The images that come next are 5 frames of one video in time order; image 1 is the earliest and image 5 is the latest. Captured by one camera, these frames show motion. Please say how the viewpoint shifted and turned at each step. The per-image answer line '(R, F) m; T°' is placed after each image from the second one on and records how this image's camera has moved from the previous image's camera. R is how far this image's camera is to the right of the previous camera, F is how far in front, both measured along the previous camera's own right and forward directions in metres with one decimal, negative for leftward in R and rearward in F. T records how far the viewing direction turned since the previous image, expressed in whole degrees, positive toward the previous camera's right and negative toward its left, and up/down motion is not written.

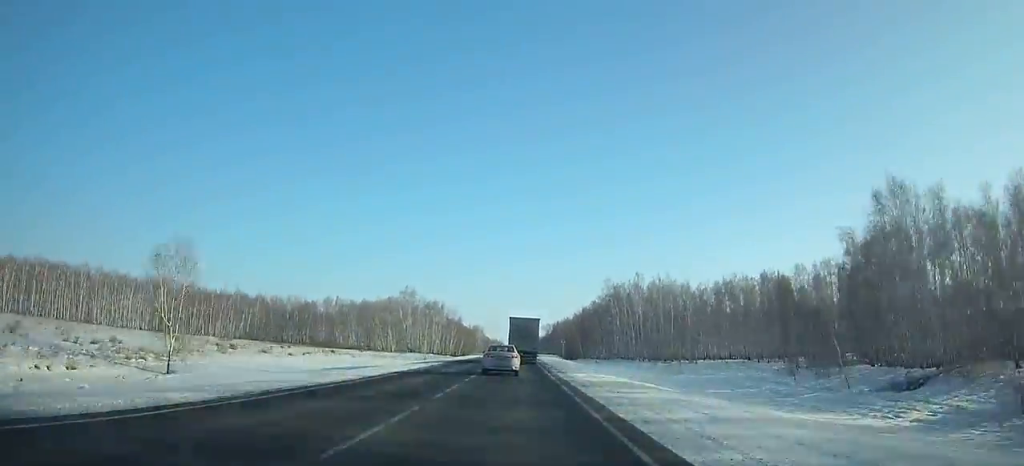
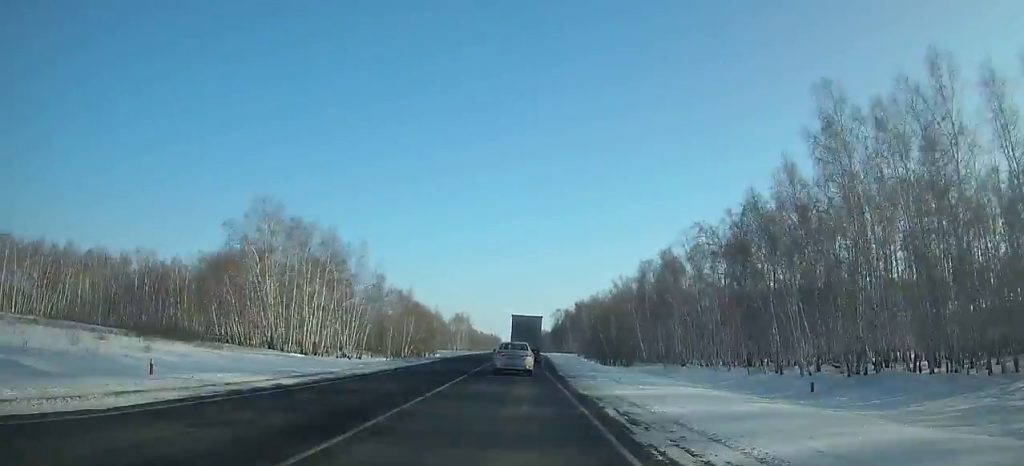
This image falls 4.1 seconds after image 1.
(+0.1, +94.3) m; 0°
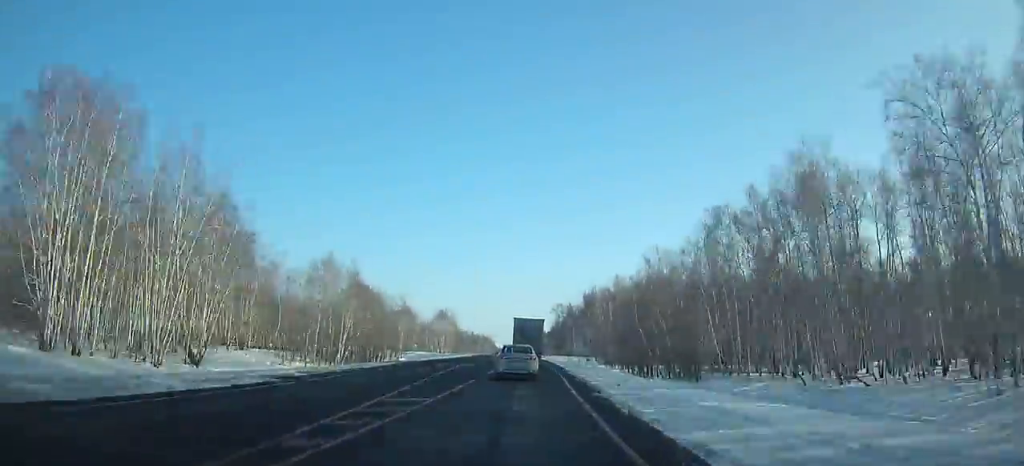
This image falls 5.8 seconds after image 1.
(0.0, +38.3) m; 0°
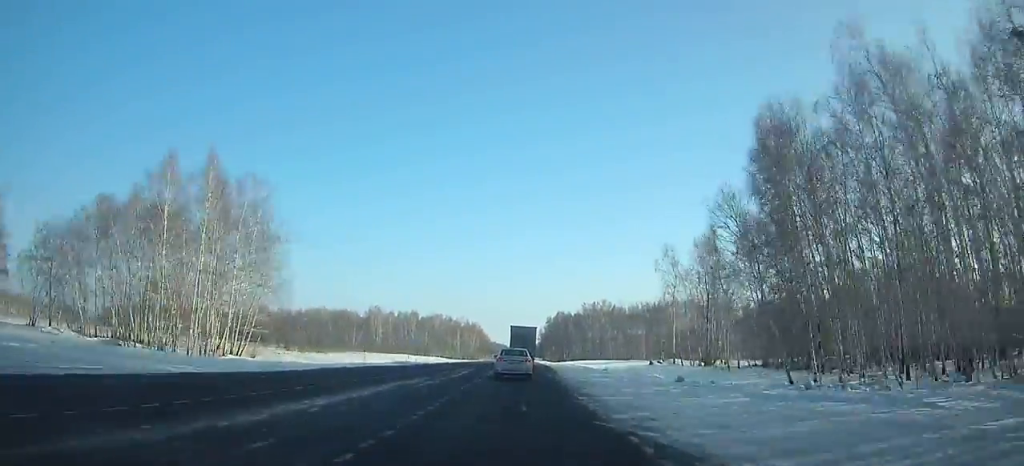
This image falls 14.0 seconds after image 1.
(-0.9, +181.6) m; -1°
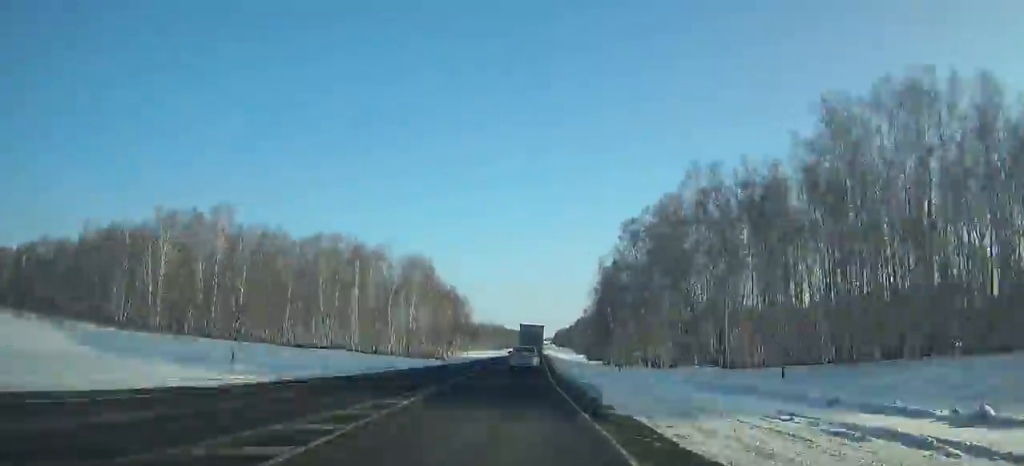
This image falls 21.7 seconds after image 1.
(-1.0, +179.6) m; -1°
